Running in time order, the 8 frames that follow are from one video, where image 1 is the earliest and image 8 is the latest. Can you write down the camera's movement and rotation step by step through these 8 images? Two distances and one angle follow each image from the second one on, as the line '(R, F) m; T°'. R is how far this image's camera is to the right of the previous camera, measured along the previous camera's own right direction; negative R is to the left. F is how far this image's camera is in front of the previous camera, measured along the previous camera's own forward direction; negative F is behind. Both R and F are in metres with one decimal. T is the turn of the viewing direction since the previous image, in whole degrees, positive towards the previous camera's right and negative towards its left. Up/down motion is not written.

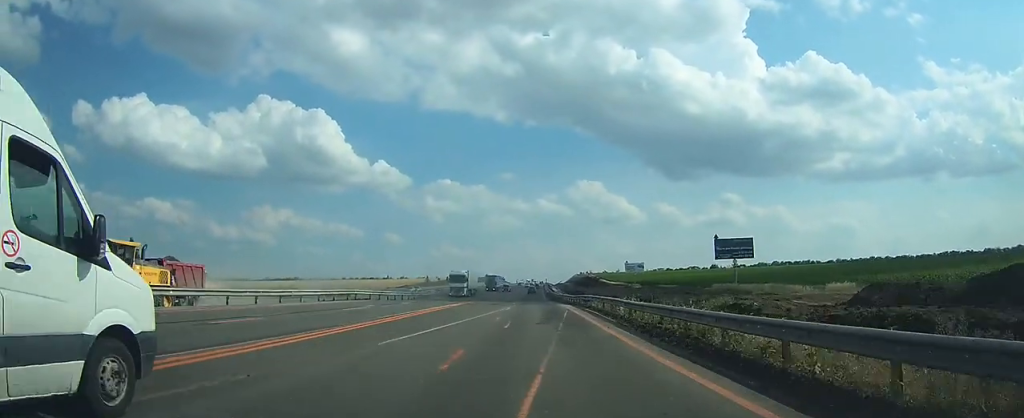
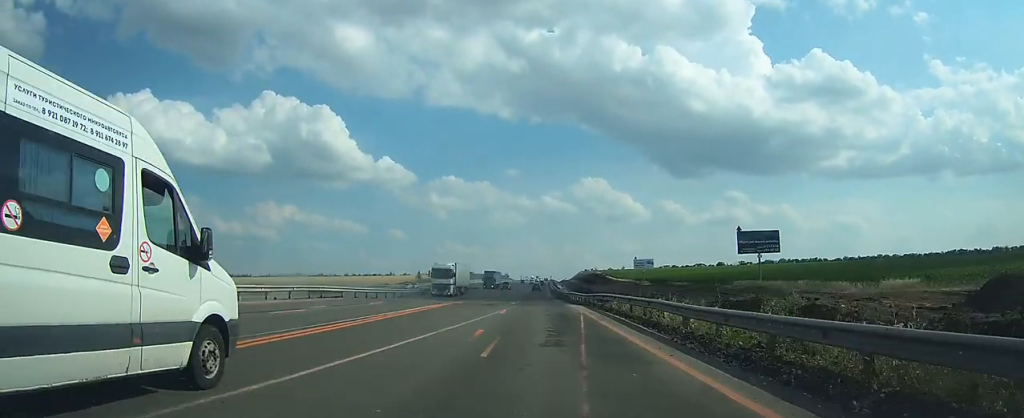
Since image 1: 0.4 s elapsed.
(0.0, +8.4) m; 0°
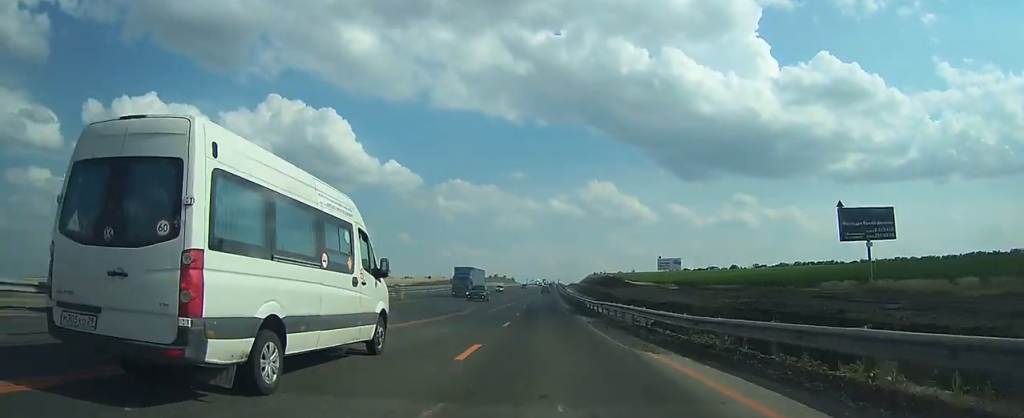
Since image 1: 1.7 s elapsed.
(-0.2, +26.7) m; -1°
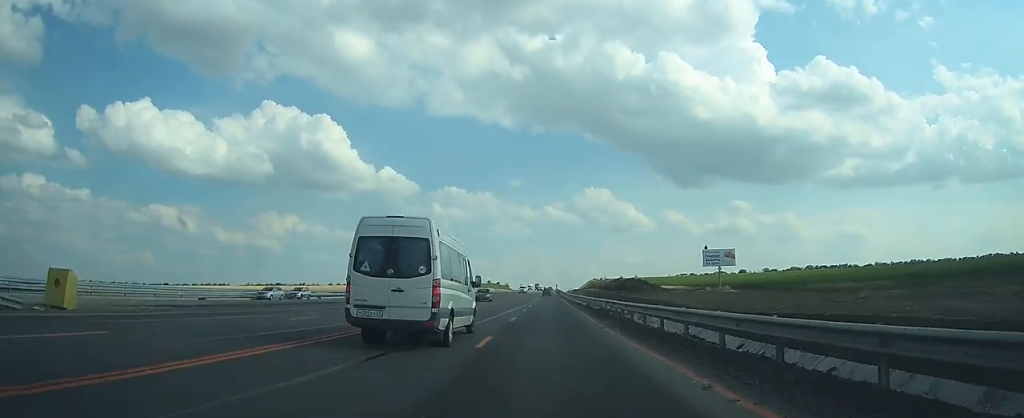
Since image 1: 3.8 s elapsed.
(-0.7, +45.4) m; -1°
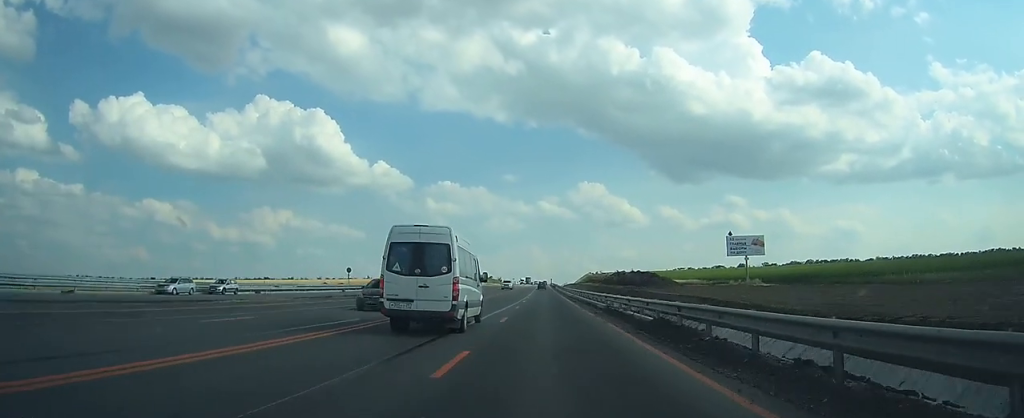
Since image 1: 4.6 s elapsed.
(0.0, +17.1) m; 0°
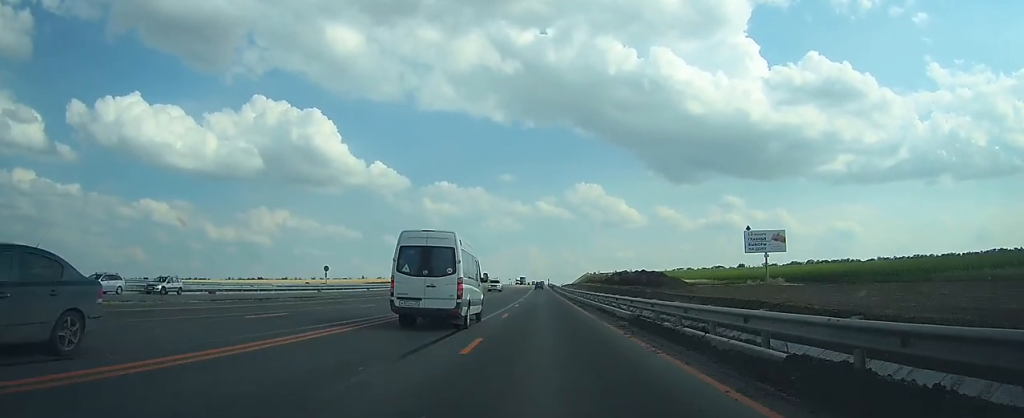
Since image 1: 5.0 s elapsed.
(0.0, +9.3) m; 0°
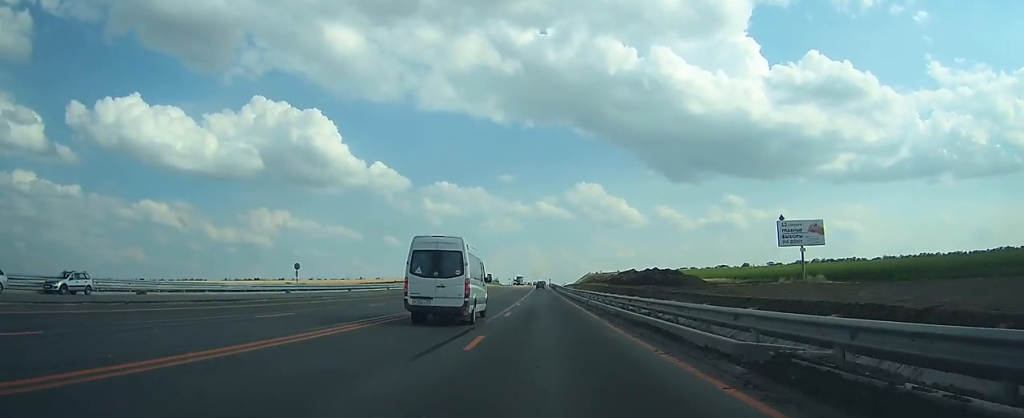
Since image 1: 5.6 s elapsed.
(0.0, +11.5) m; 0°
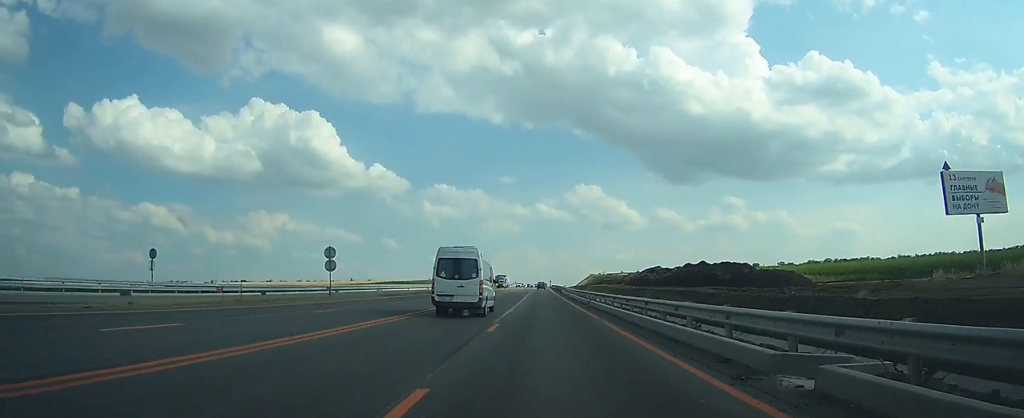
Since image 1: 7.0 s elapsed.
(+0.1, +31.6) m; 0°
